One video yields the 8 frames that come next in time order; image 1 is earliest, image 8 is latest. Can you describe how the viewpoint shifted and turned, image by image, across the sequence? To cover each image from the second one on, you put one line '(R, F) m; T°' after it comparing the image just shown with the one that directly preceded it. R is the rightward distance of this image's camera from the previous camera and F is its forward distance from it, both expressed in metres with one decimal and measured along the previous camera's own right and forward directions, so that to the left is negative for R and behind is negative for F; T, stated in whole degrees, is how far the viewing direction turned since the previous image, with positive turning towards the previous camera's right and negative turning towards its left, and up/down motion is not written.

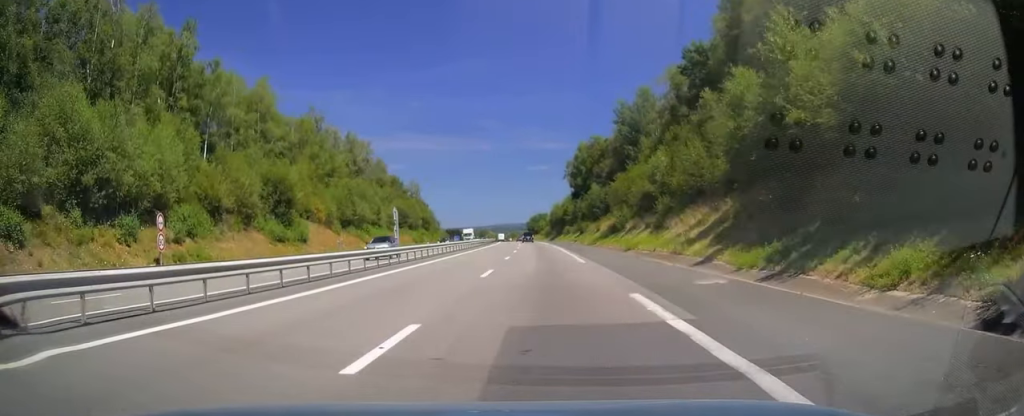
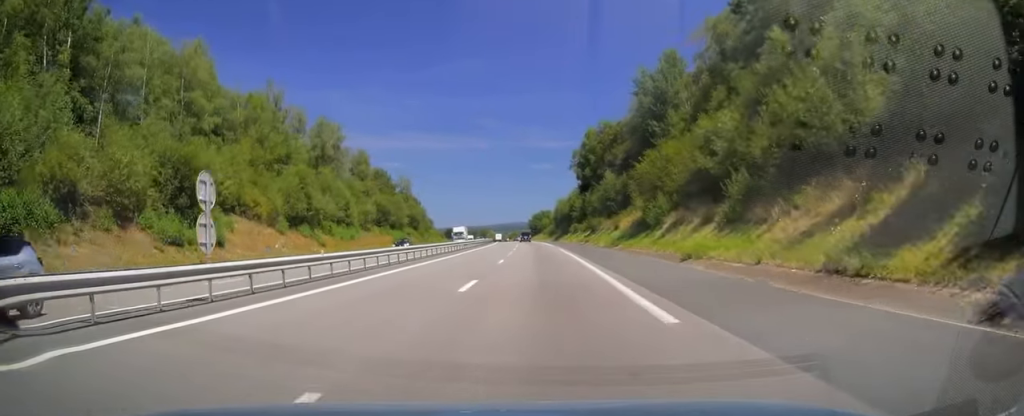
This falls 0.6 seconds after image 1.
(-0.1, +17.8) m; -1°
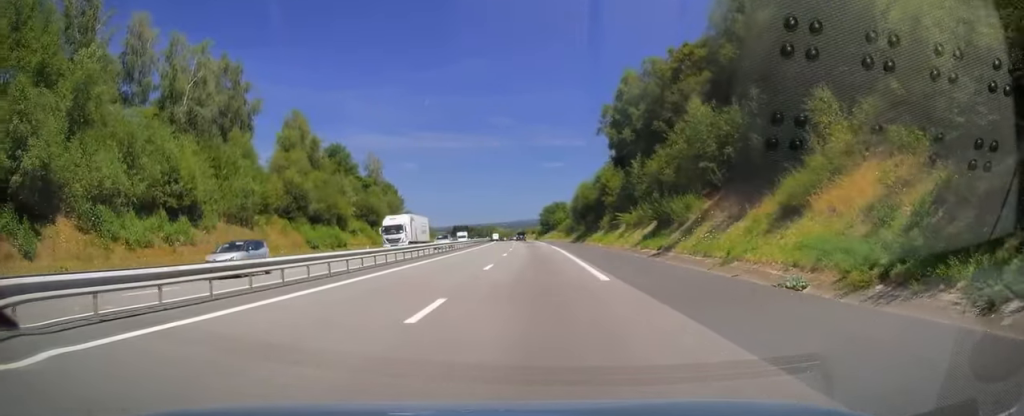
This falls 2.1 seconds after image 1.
(-0.6, +43.9) m; -1°
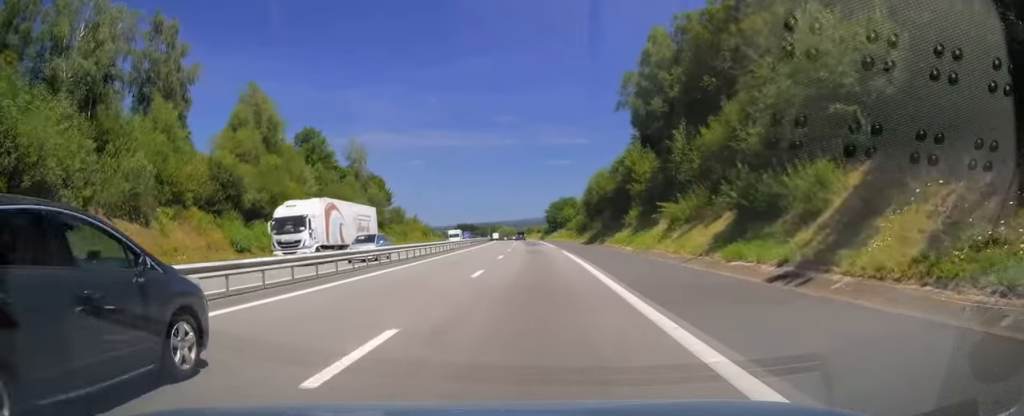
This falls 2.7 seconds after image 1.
(+0.1, +17.2) m; 0°
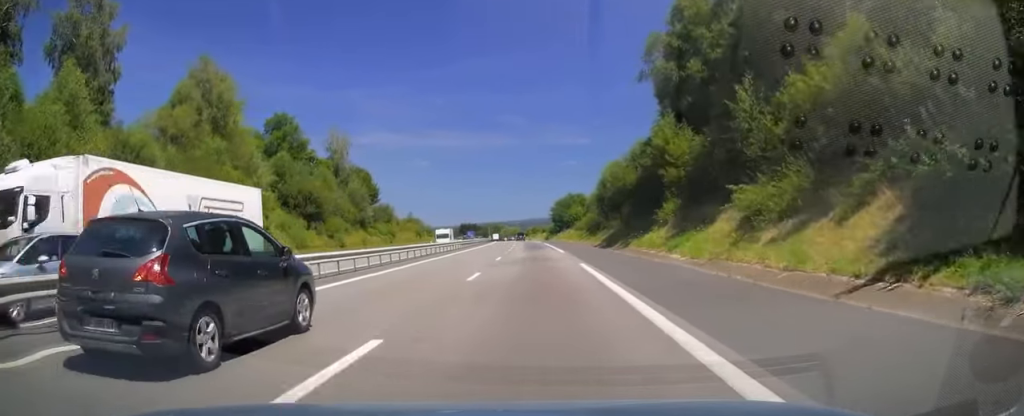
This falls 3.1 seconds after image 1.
(+0.1, +13.8) m; 0°
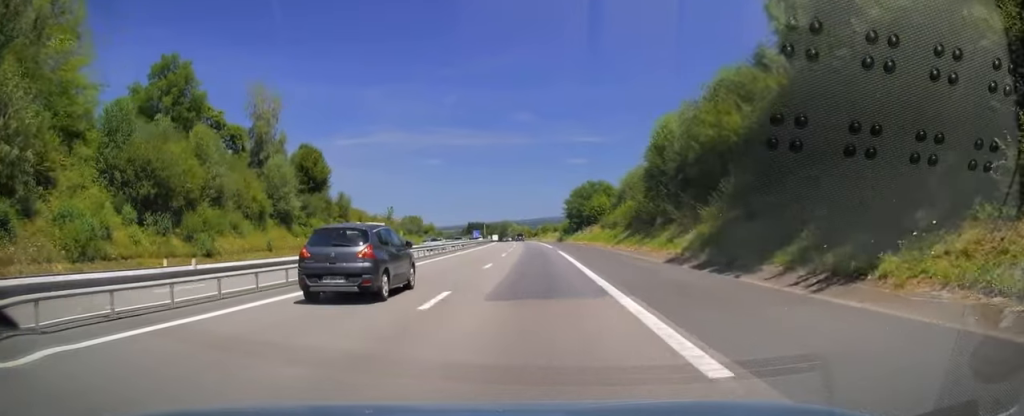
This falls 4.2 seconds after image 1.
(-0.5, +32.6) m; -2°
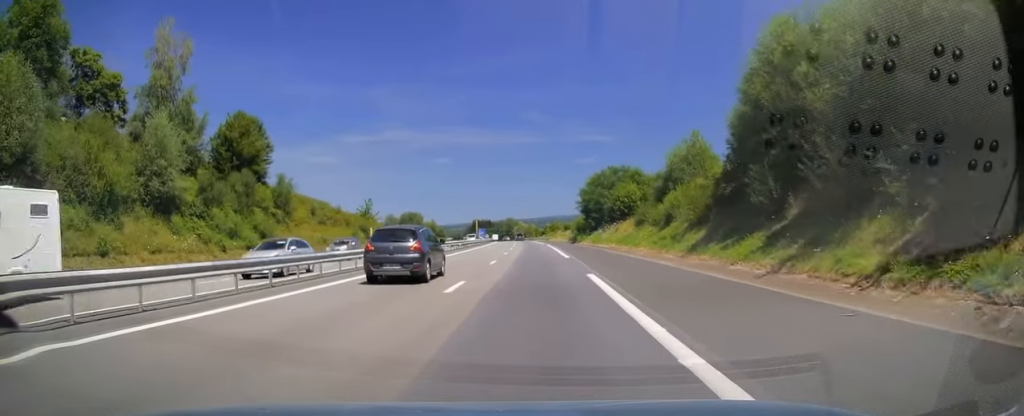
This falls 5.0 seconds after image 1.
(-0.3, +23.2) m; -1°
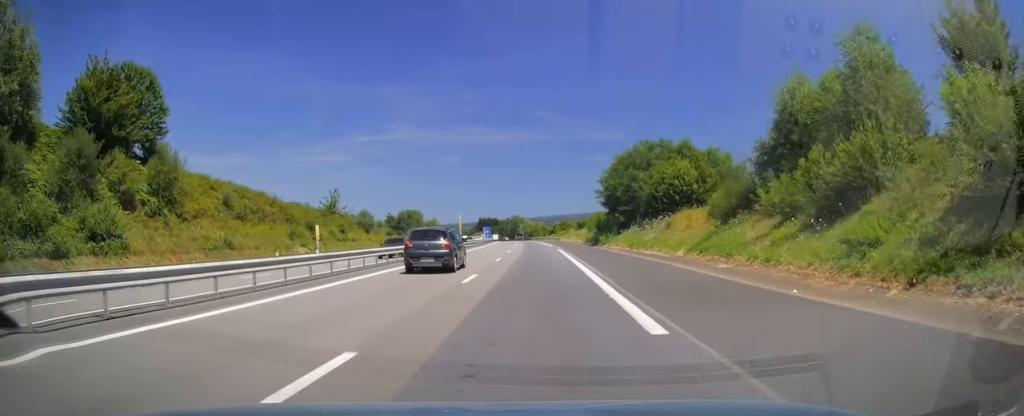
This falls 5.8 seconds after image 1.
(+0.1, +23.2) m; 0°
